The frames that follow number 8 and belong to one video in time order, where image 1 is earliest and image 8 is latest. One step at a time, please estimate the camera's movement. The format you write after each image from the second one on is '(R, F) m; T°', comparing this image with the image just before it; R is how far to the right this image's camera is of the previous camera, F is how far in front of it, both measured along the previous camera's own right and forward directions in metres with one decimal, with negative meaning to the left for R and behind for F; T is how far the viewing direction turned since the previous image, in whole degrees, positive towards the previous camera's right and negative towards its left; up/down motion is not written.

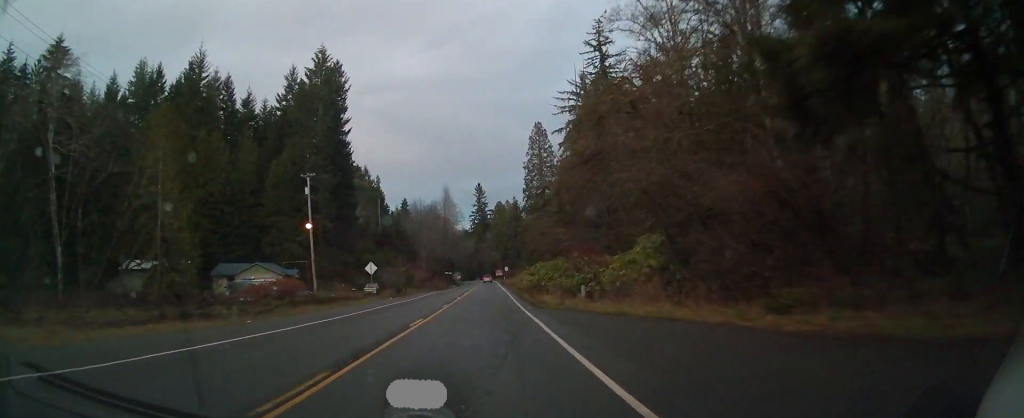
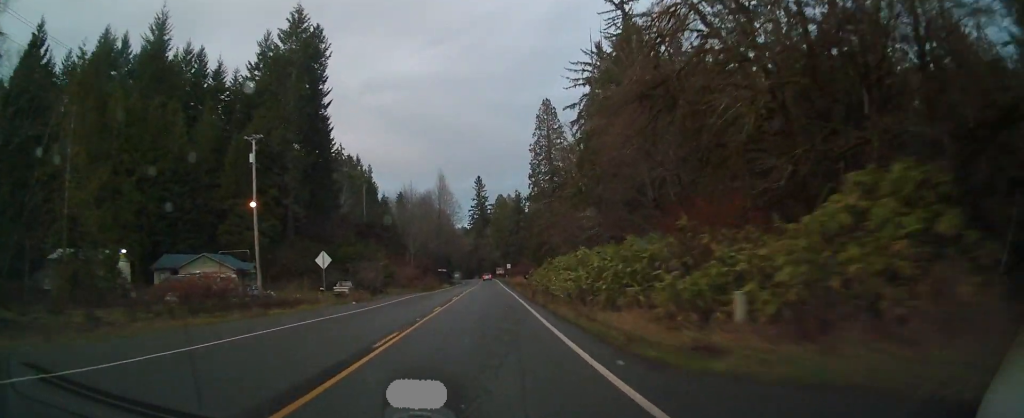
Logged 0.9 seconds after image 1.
(+0.3, +18.6) m; +1°
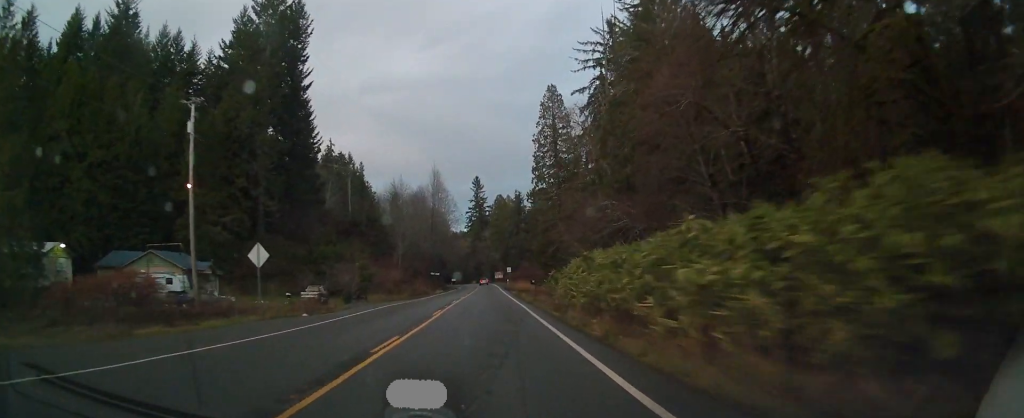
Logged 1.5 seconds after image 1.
(0.0, +12.7) m; 0°
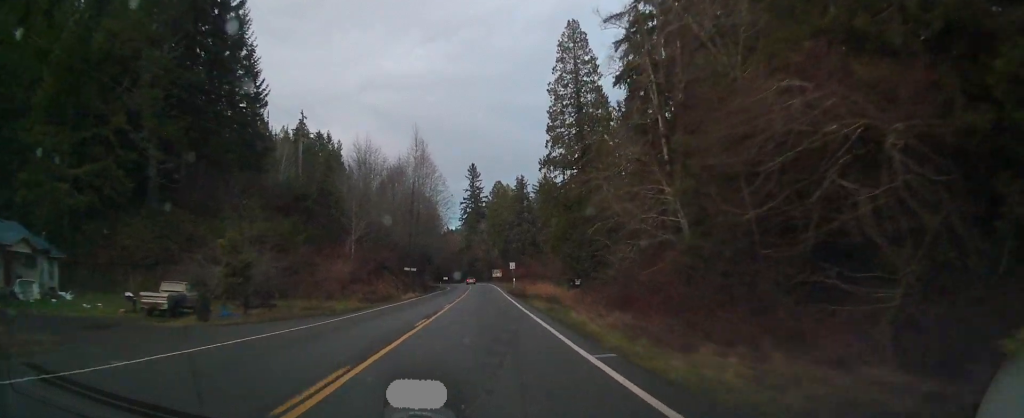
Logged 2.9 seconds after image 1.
(0.0, +30.2) m; 0°
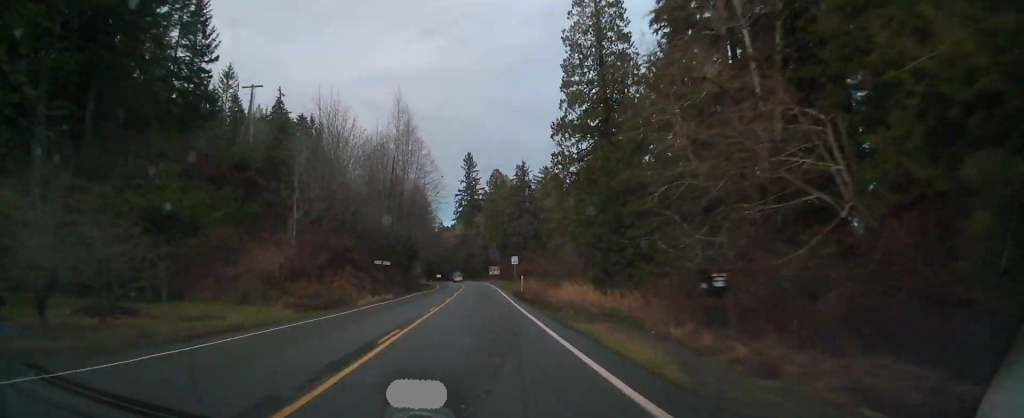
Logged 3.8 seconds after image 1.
(0.0, +18.4) m; 0°
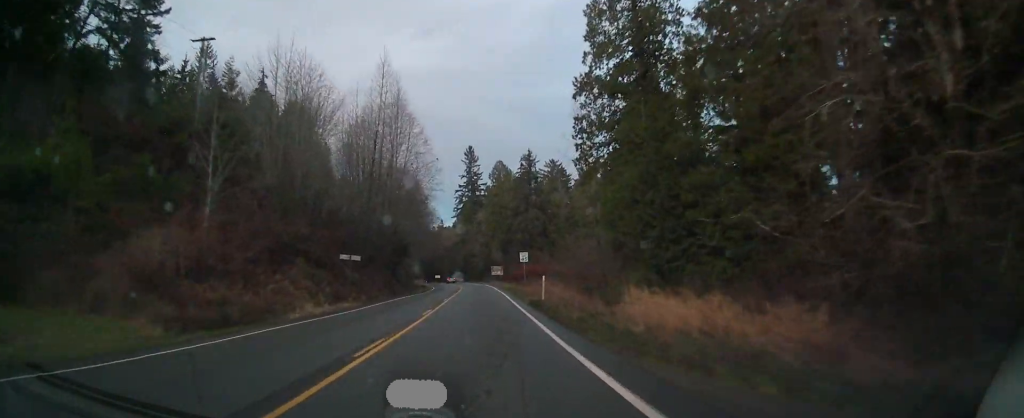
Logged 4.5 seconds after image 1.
(0.0, +14.8) m; 0°
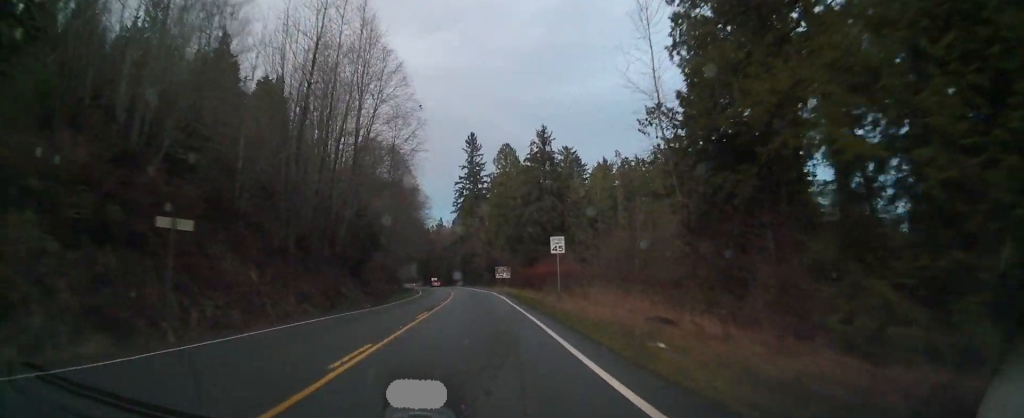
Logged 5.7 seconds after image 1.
(+0.1, +26.6) m; 0°
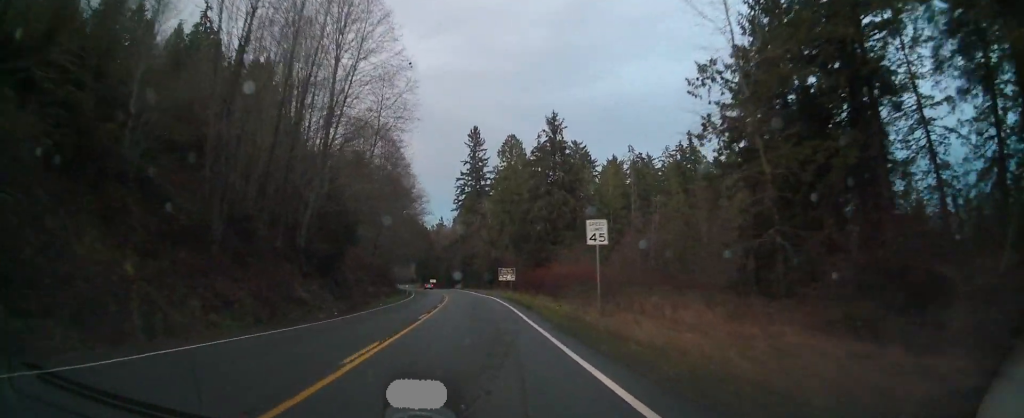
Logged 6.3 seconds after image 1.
(0.0, +11.8) m; 0°
